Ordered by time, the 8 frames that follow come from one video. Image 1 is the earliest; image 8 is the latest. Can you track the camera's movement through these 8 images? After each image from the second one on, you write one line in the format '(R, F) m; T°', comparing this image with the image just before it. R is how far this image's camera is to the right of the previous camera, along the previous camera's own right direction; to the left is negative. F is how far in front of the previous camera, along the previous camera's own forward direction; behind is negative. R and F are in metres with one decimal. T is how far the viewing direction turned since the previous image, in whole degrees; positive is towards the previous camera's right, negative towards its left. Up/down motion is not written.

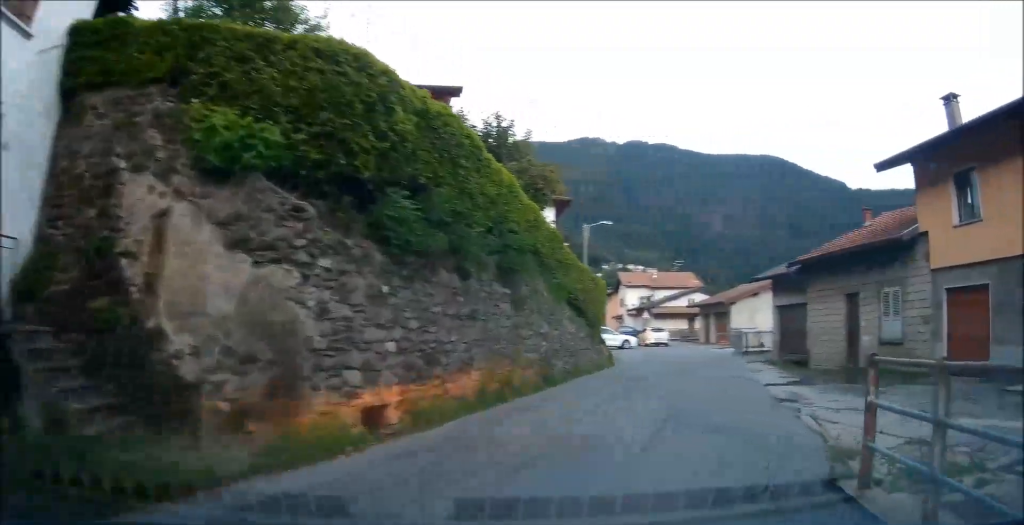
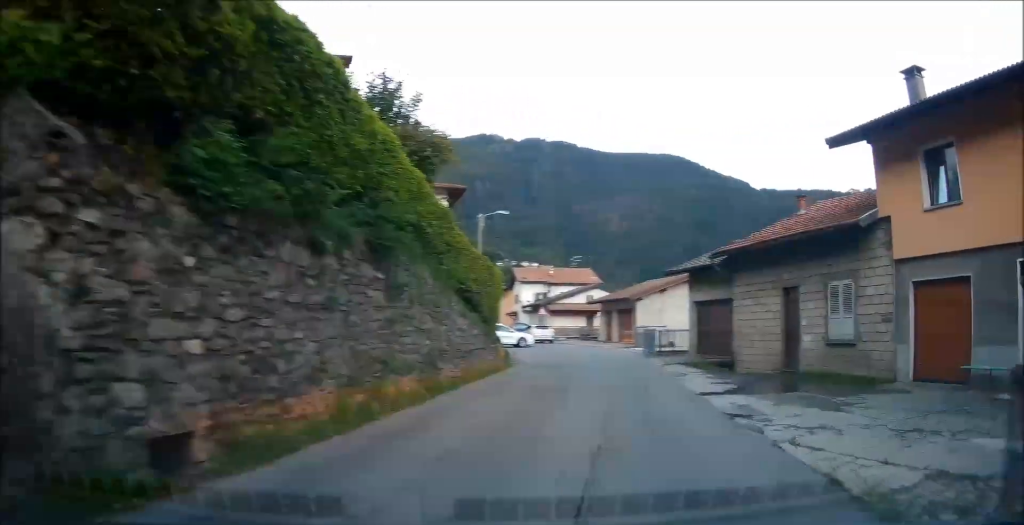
(+0.2, +2.9) m; +4°
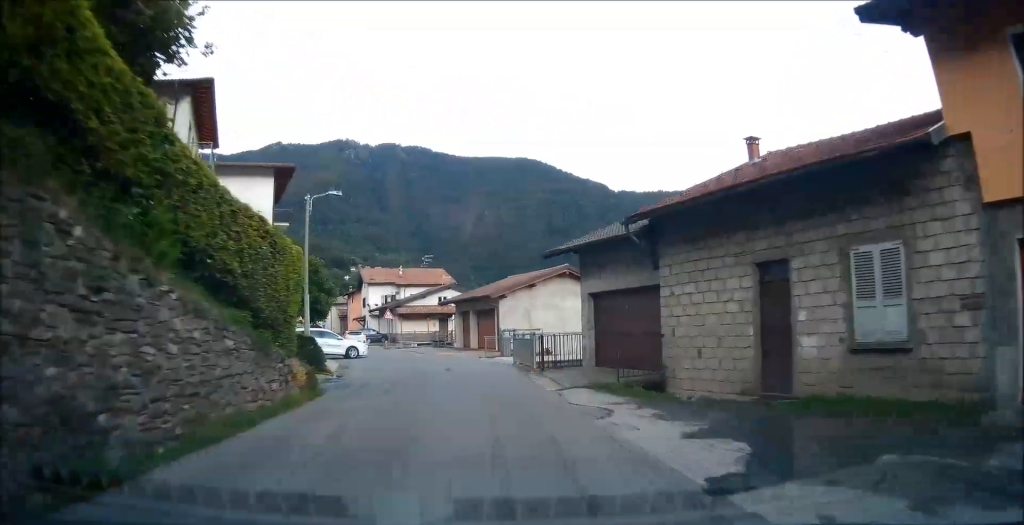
(+0.3, +8.0) m; +6°
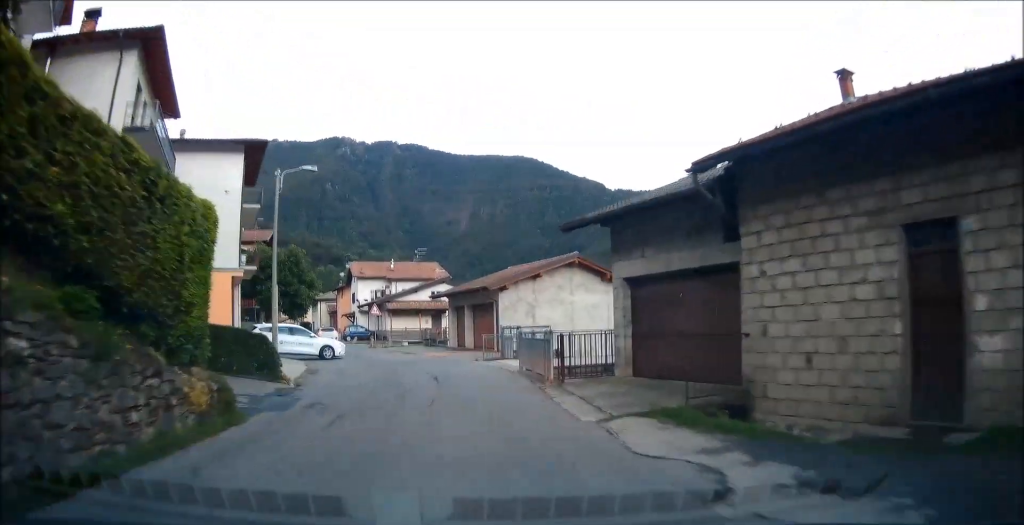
(+0.3, +4.9) m; +4°
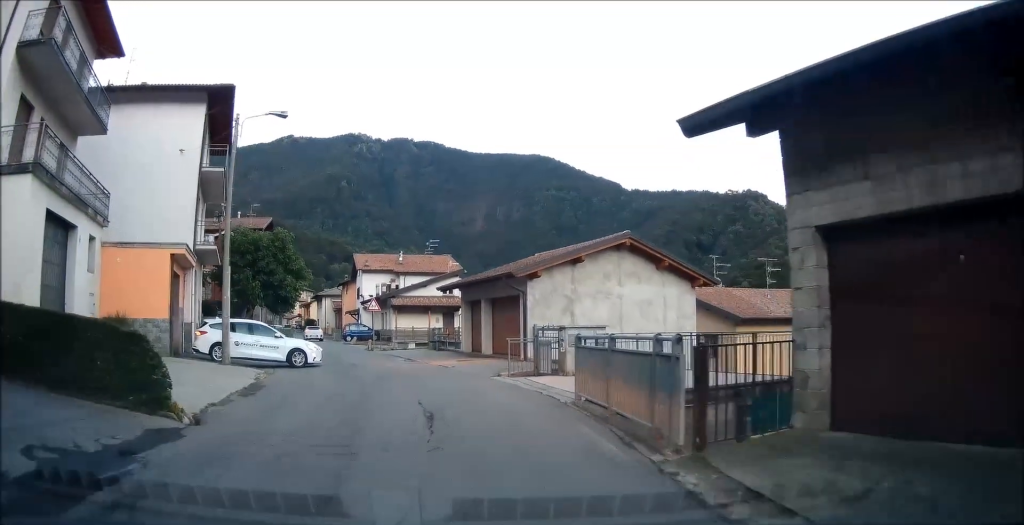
(+0.2, +7.5) m; +5°
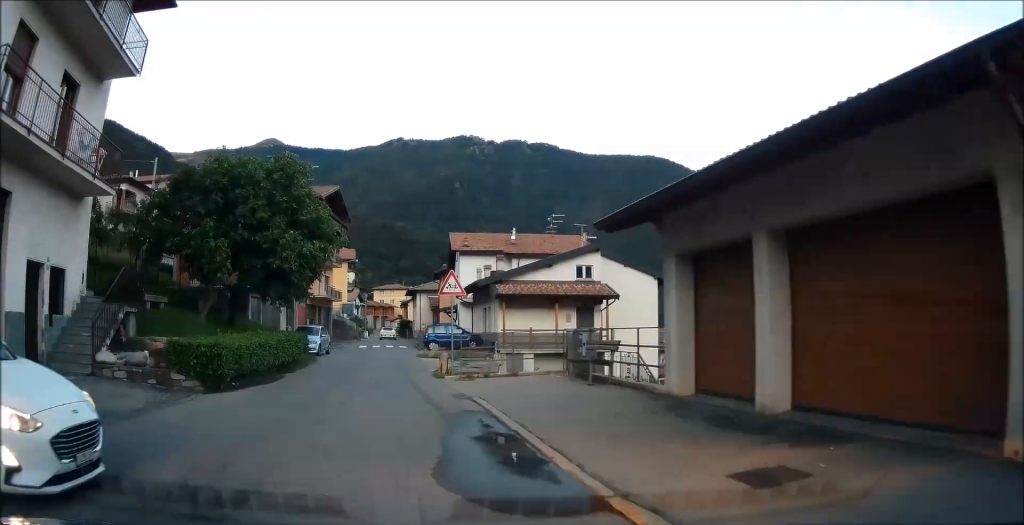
(-1.7, +19.5) m; -5°
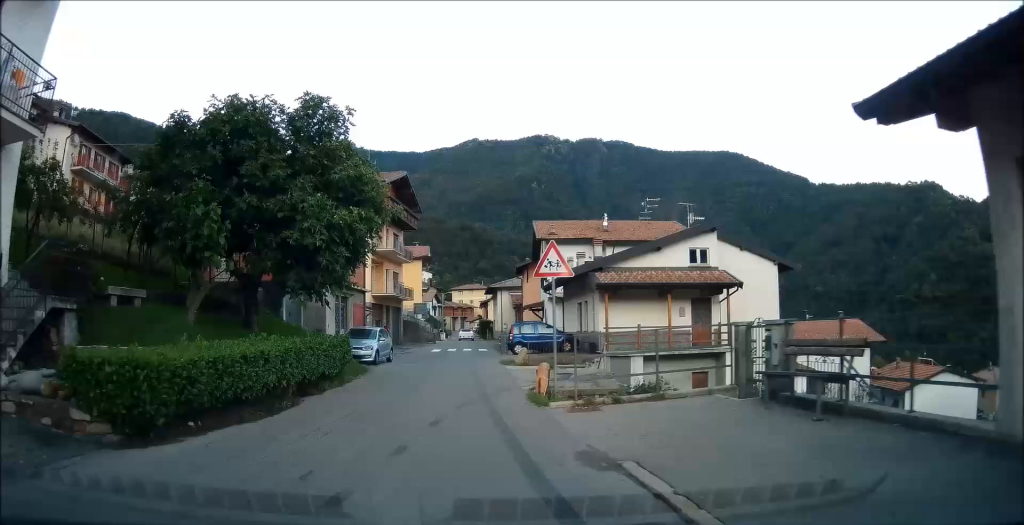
(+0.8, +6.6) m; -5°
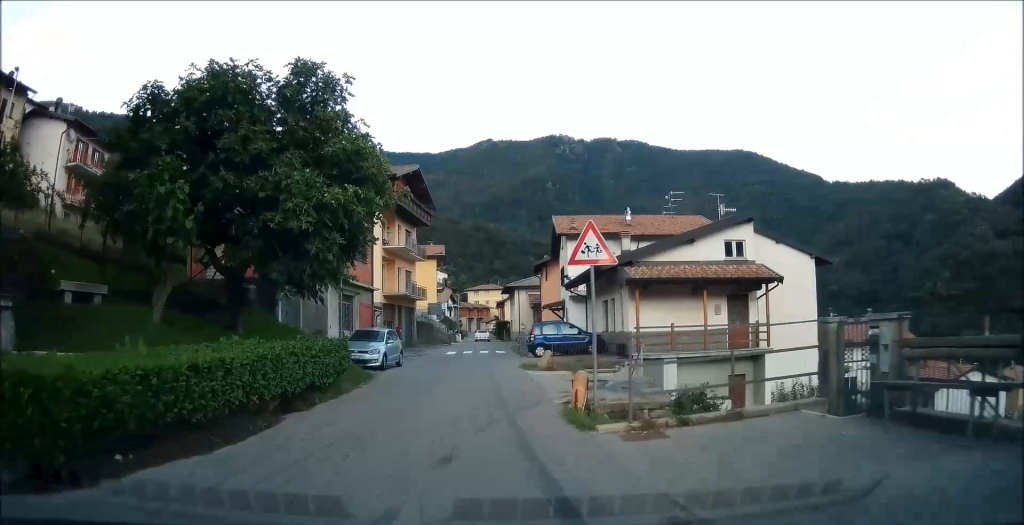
(-0.6, +2.6) m; -6°
